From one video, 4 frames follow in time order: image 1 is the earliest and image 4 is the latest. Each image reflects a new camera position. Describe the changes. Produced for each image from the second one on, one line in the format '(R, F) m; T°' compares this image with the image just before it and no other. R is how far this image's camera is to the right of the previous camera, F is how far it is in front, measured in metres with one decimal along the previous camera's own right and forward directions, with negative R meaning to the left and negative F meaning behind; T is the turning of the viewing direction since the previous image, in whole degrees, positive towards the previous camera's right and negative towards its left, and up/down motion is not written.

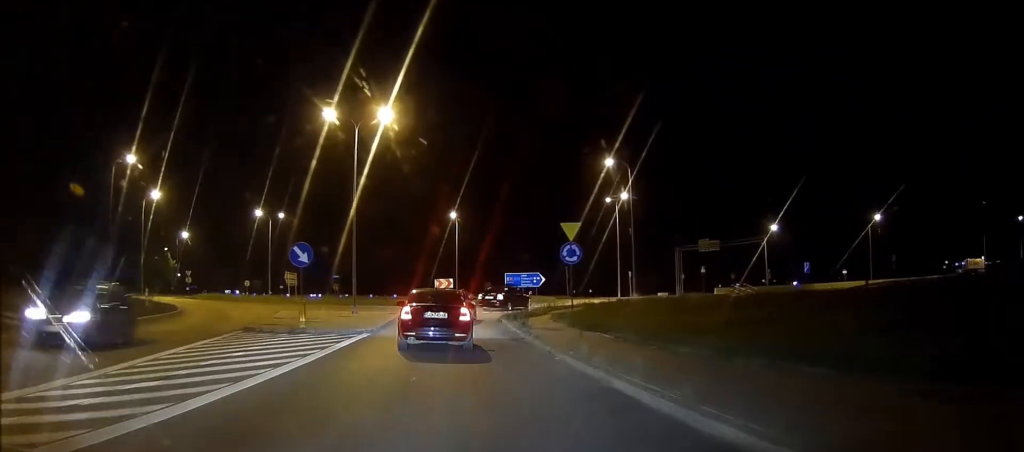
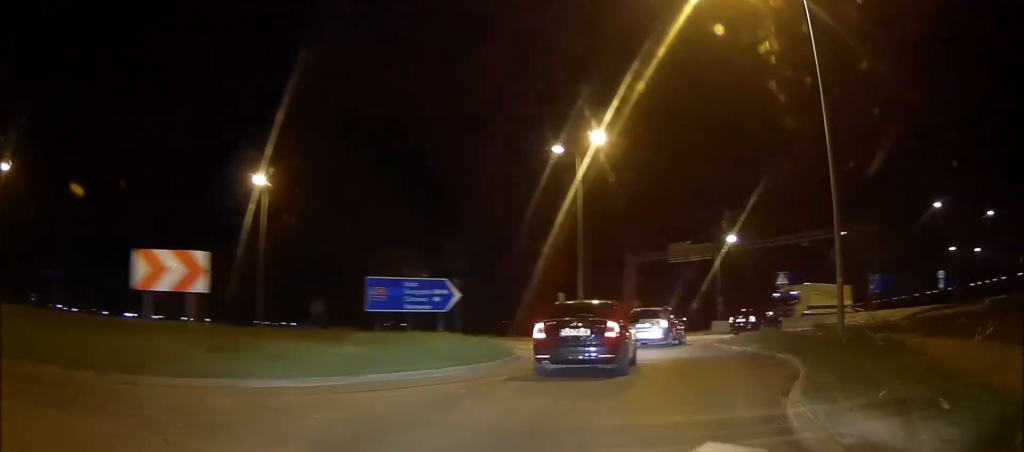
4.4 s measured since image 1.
(+10.1, +29.6) m; +40°
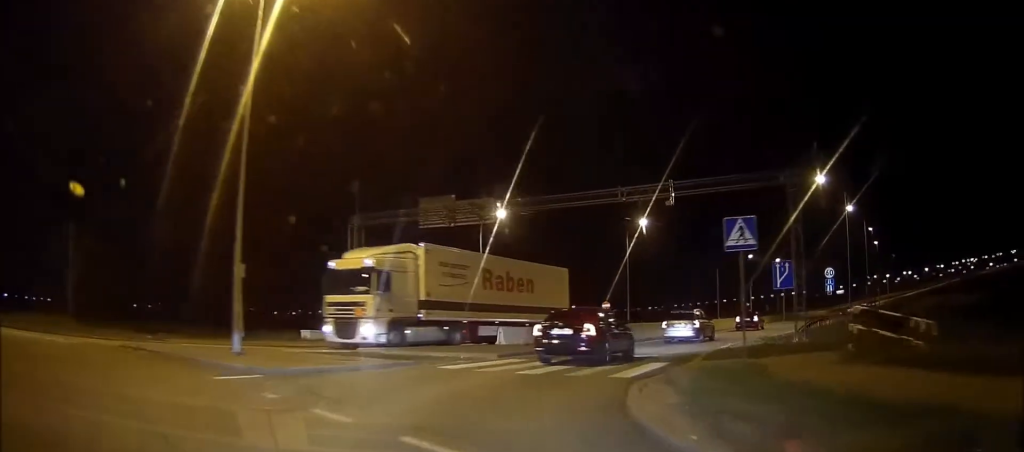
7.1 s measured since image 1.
(+4.9, +23.3) m; +26°
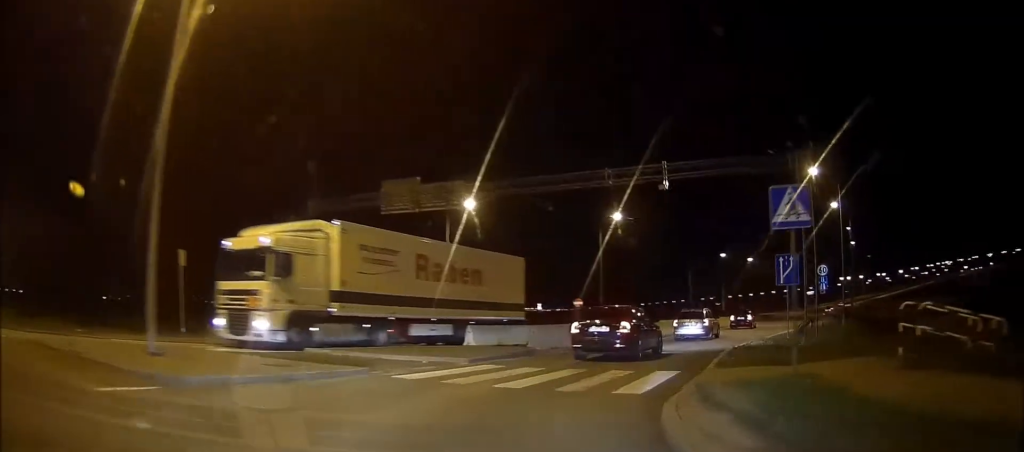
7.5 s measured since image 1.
(+0.2, +4.3) m; +3°
